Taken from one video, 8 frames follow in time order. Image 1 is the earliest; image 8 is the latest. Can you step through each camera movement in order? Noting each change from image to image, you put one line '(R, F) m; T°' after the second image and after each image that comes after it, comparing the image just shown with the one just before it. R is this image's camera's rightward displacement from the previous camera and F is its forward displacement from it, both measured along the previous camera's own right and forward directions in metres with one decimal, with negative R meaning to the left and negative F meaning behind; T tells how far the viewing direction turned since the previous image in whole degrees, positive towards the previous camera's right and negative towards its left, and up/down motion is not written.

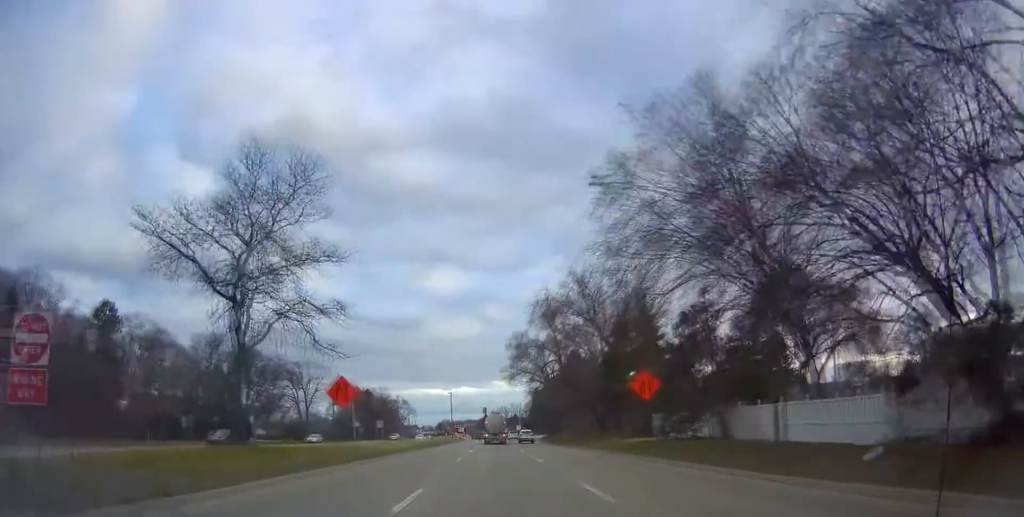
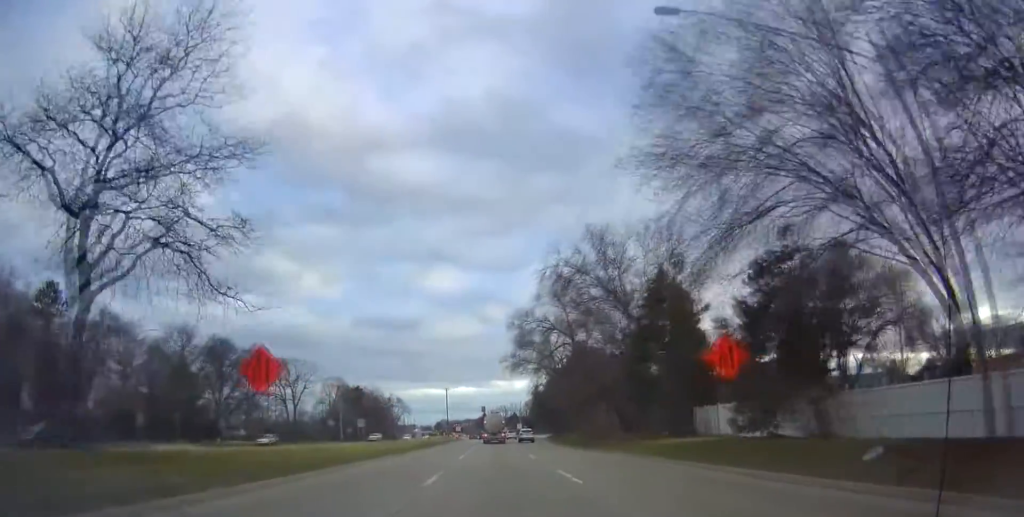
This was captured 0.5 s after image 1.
(+0.1, +10.8) m; +1°
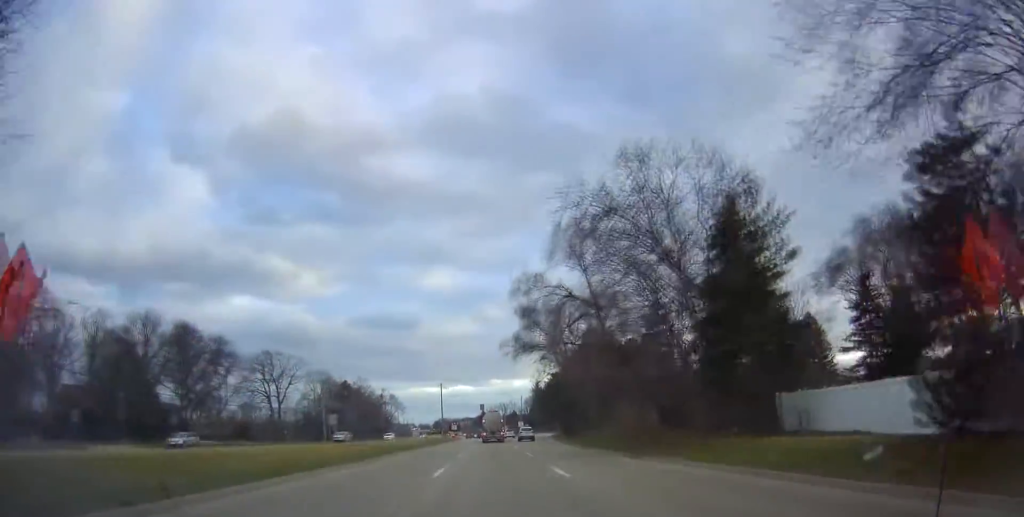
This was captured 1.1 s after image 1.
(+0.2, +12.1) m; 0°
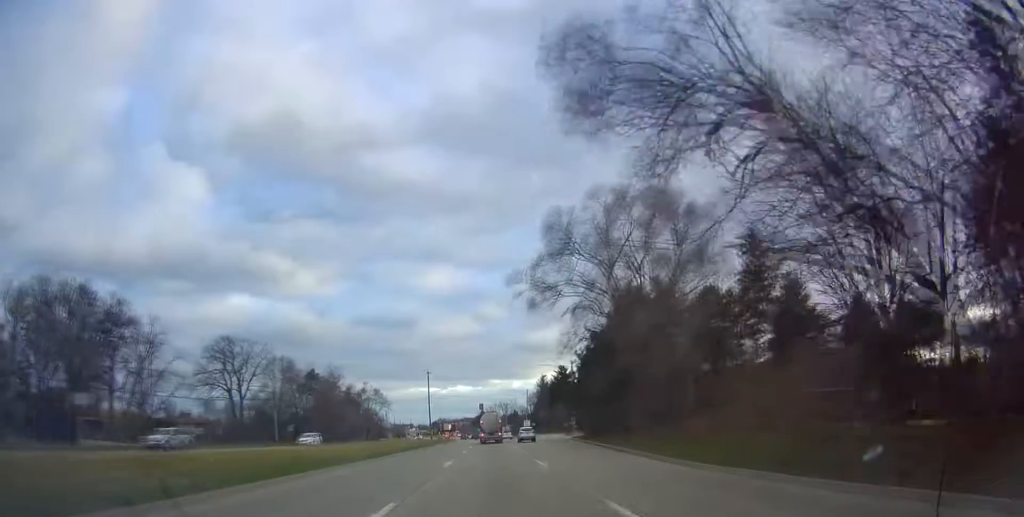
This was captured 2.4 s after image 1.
(-0.4, +26.0) m; -1°
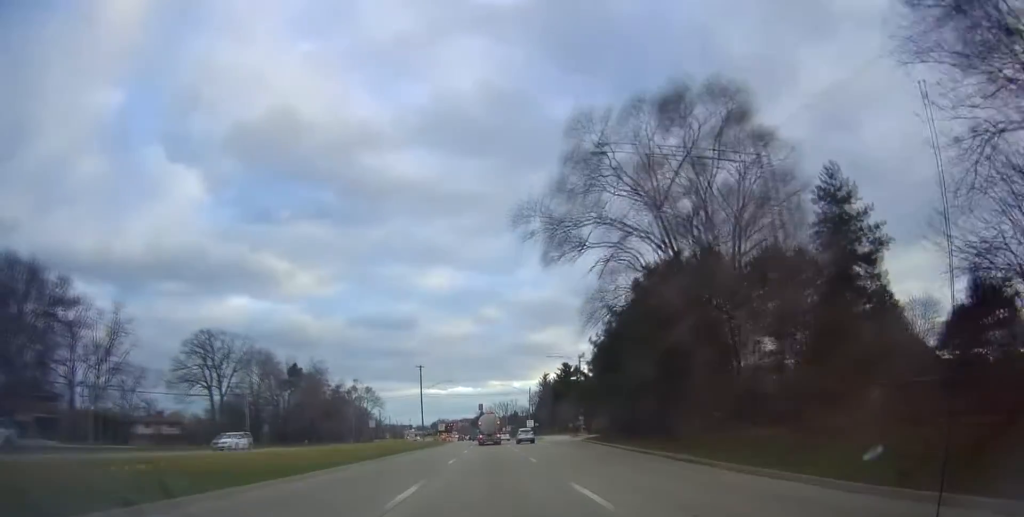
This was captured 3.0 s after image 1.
(0.0, +10.6) m; -1°
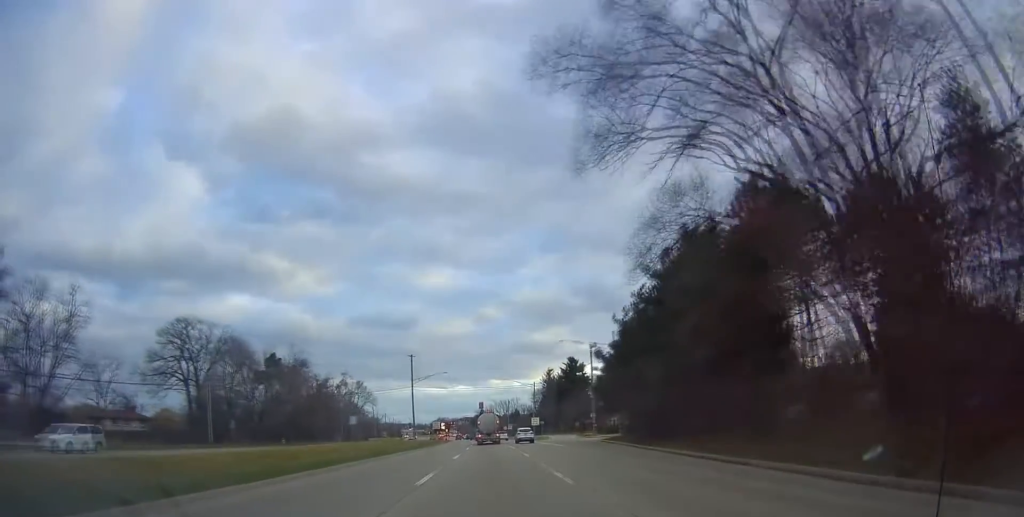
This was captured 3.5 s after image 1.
(0.0, +11.2) m; 0°
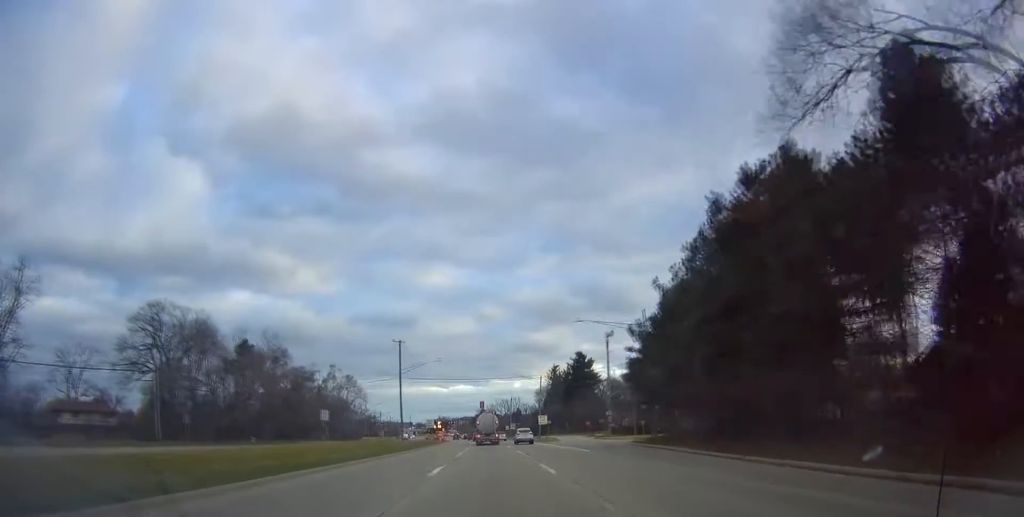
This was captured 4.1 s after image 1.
(-0.2, +11.7) m; 0°
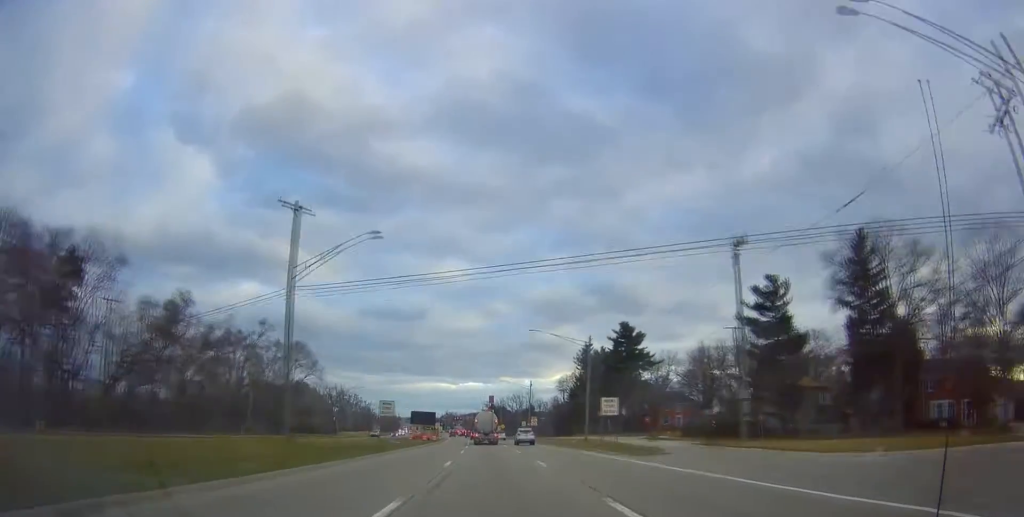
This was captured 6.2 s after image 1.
(-0.1, +41.1) m; -2°
